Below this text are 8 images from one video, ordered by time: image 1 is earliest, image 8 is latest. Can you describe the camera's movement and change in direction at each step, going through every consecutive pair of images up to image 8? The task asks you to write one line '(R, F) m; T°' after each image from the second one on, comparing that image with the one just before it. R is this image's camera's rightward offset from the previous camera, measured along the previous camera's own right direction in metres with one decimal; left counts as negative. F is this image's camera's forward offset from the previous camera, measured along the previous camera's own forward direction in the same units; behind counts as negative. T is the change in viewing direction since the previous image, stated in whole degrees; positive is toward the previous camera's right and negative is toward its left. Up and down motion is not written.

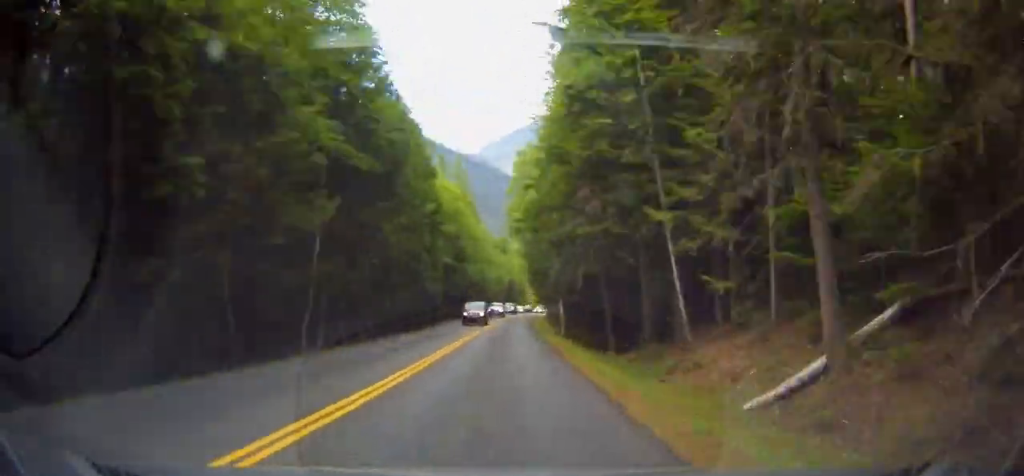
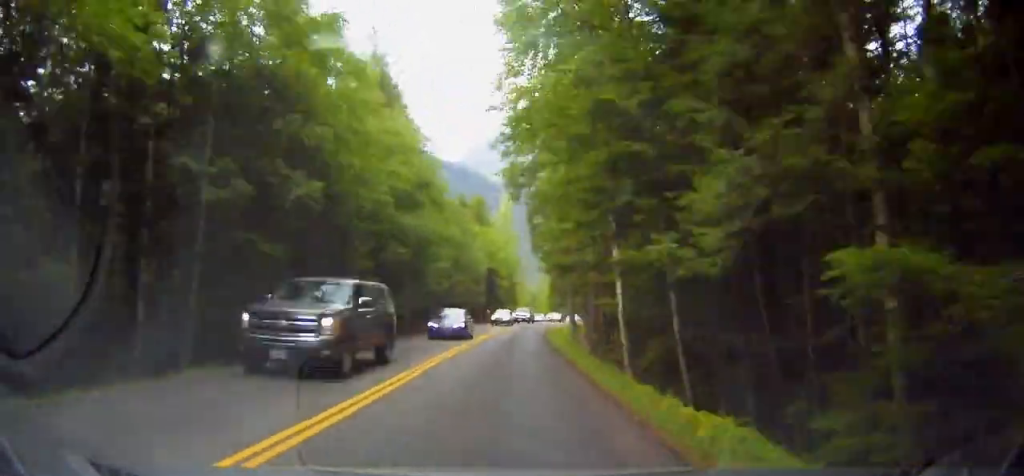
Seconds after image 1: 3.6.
(-0.5, +56.0) m; +3°
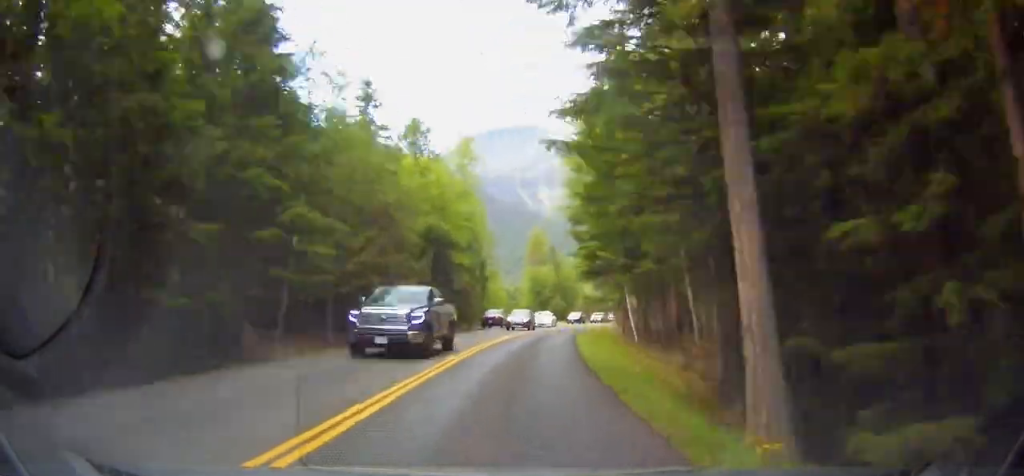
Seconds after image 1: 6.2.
(+1.9, +36.3) m; +6°
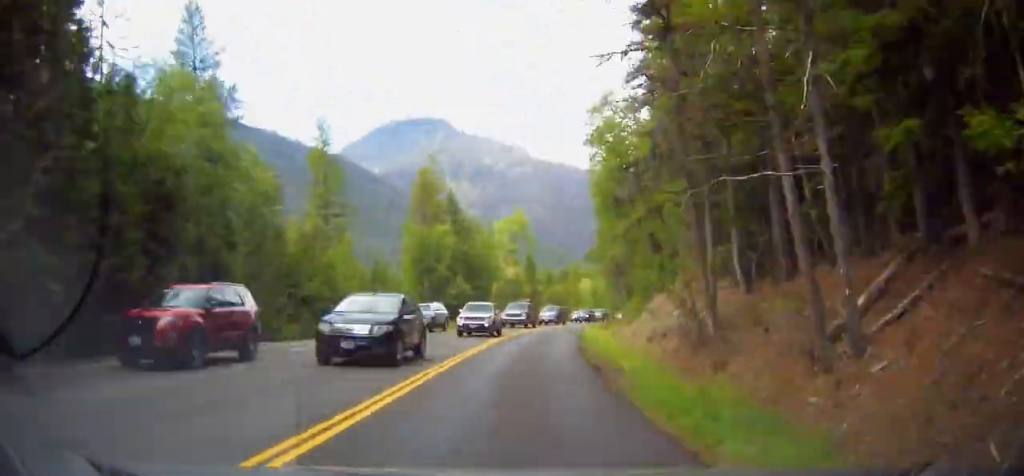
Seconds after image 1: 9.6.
(0.0, +46.4) m; +7°
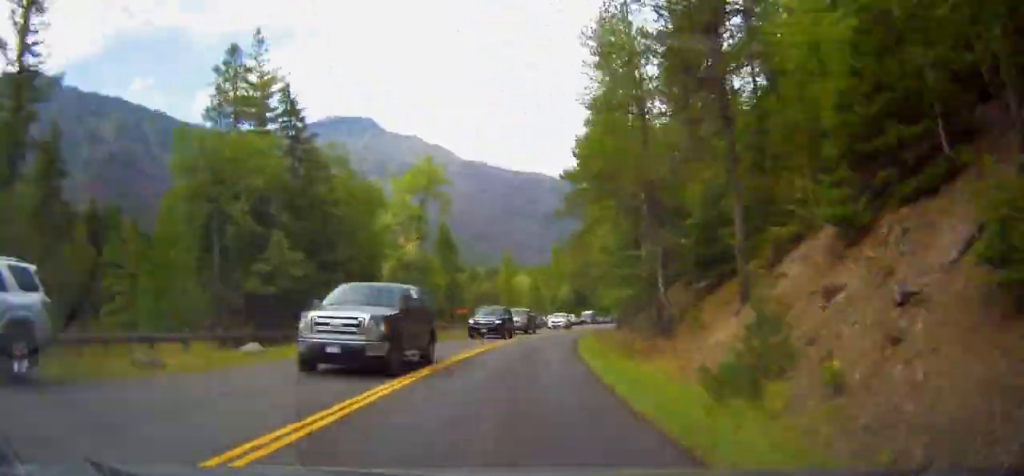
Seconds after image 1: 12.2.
(+5.3, +32.2) m; +5°
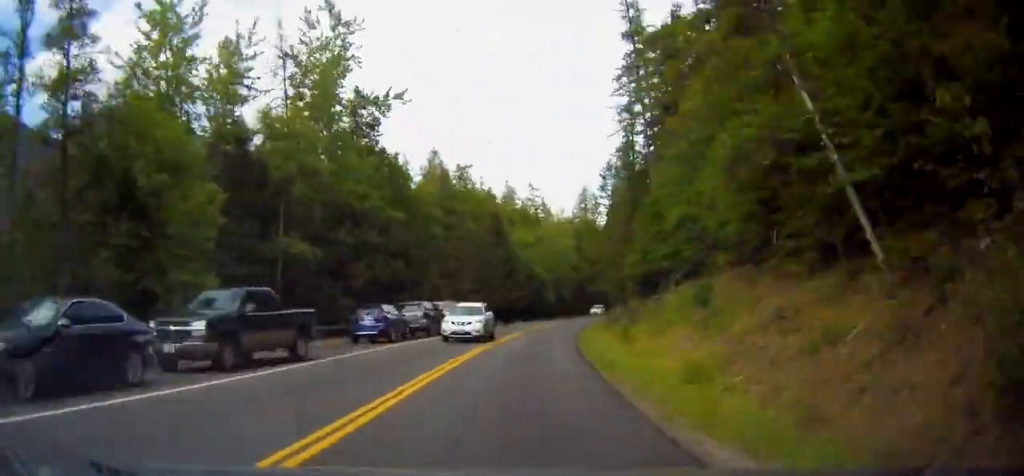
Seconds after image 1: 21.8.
(+15.3, +115.8) m; +19°
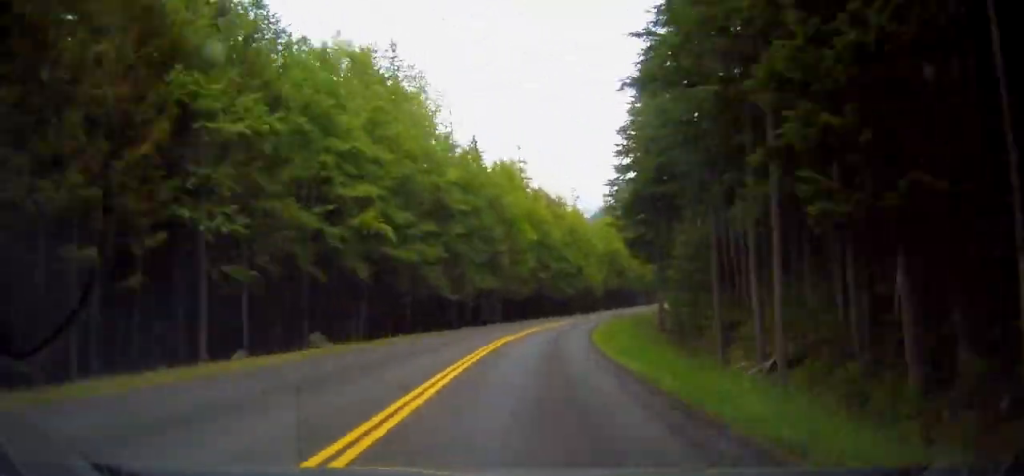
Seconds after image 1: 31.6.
(+30.5, +120.4) m; +27°
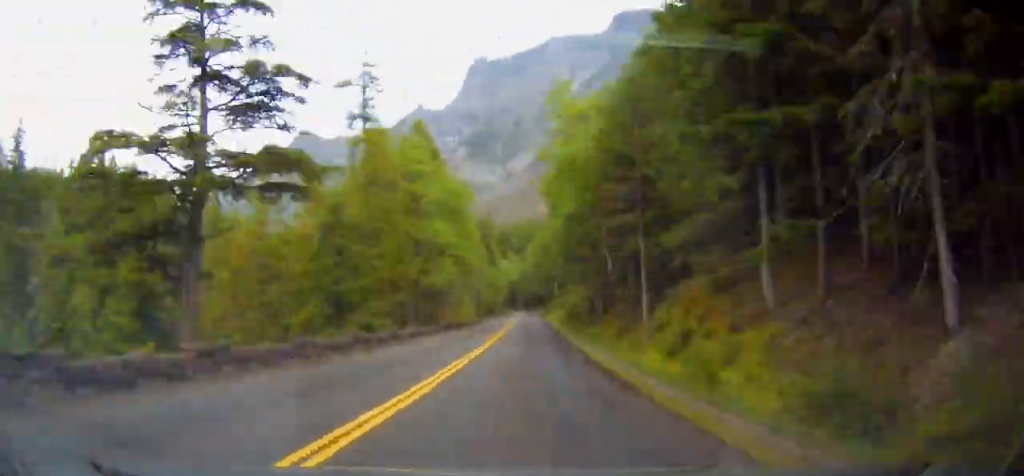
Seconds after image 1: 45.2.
(+56.8, +181.7) m; +28°
